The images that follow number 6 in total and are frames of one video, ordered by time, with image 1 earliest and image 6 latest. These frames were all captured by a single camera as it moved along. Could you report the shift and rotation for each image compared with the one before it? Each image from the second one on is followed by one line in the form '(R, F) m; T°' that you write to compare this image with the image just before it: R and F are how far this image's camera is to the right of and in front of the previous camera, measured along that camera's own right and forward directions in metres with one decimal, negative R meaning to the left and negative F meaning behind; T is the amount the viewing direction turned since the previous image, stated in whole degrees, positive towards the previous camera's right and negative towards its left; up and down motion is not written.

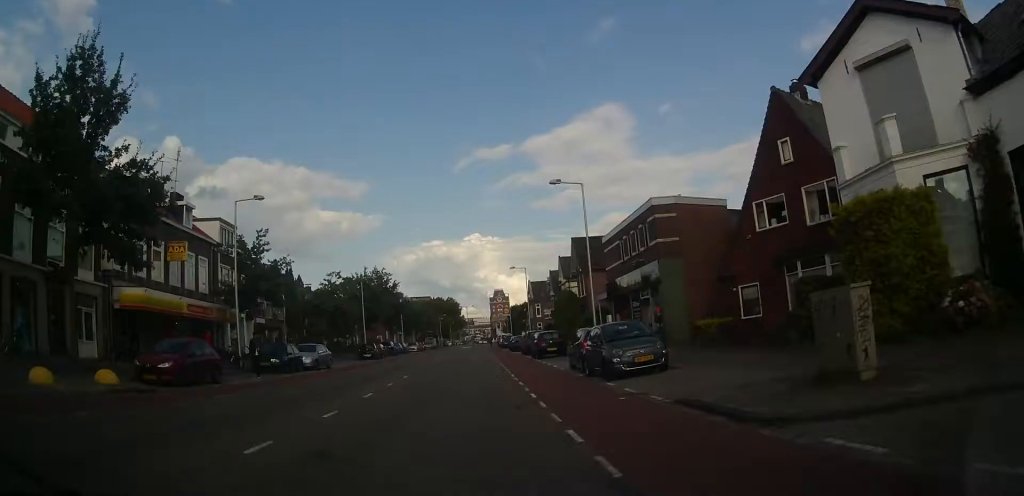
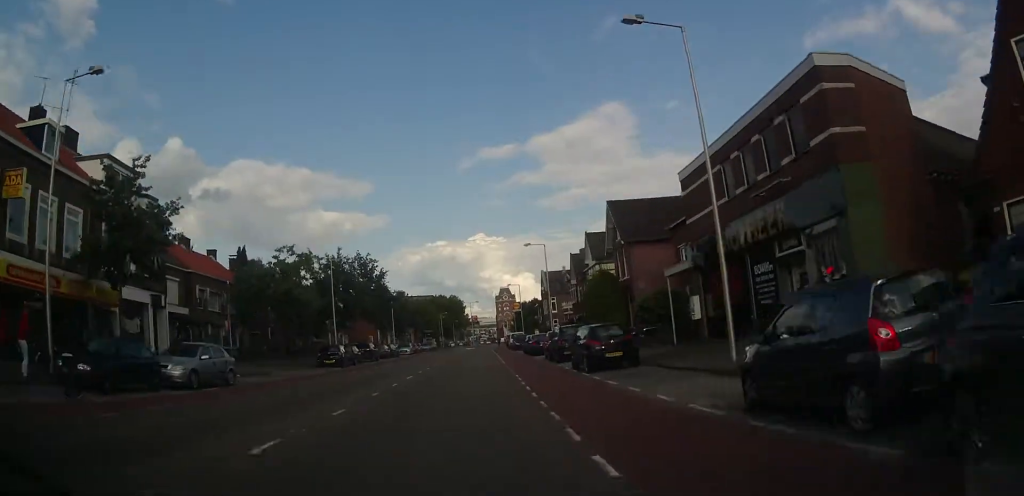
(-0.3, +16.2) m; -3°
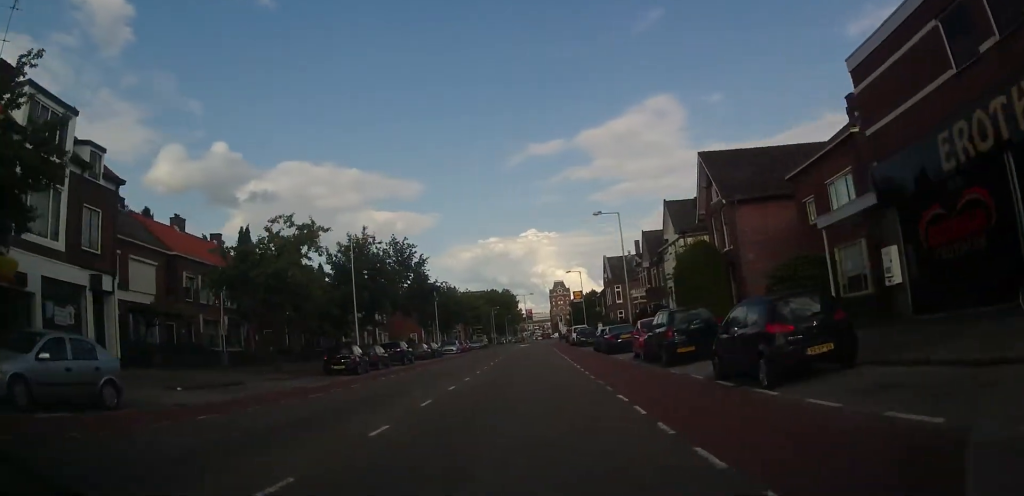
(-0.4, +11.8) m; -4°
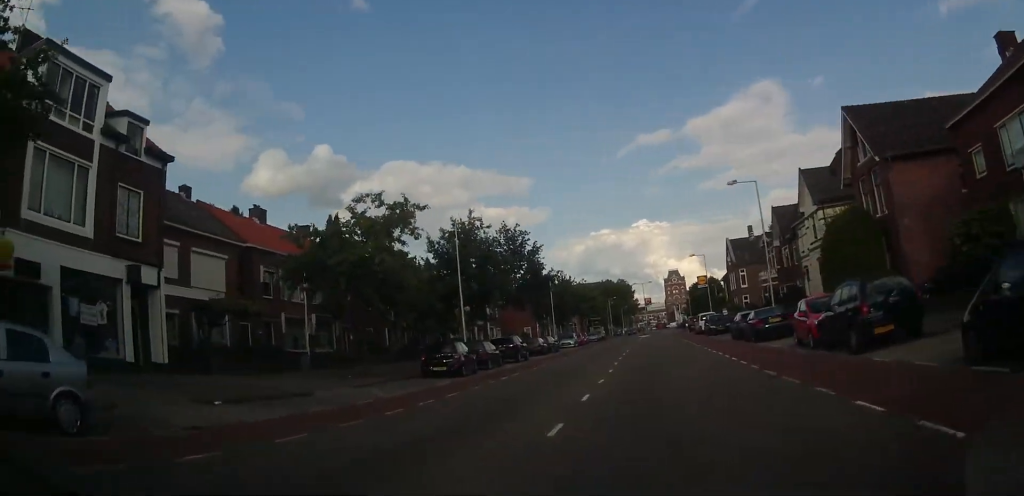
(-0.2, +5.7) m; -2°
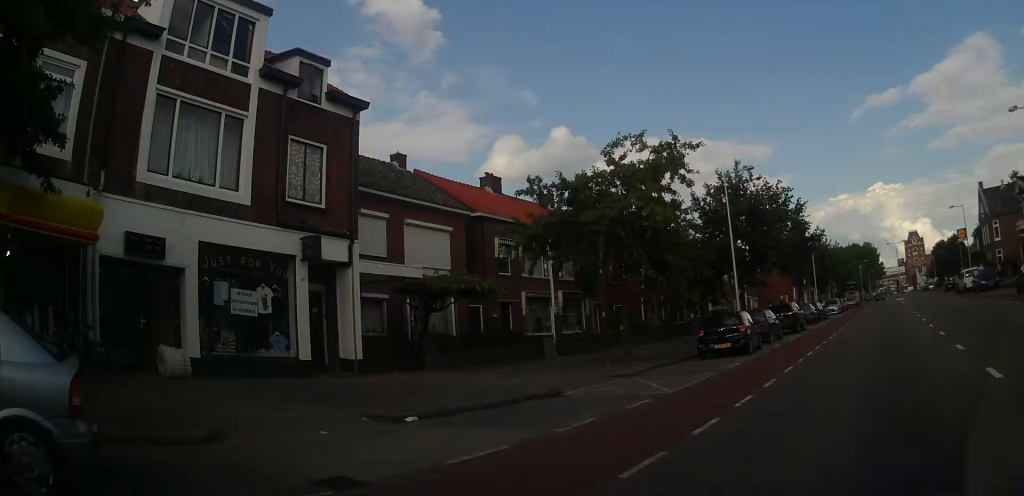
(-0.4, +5.6) m; -16°
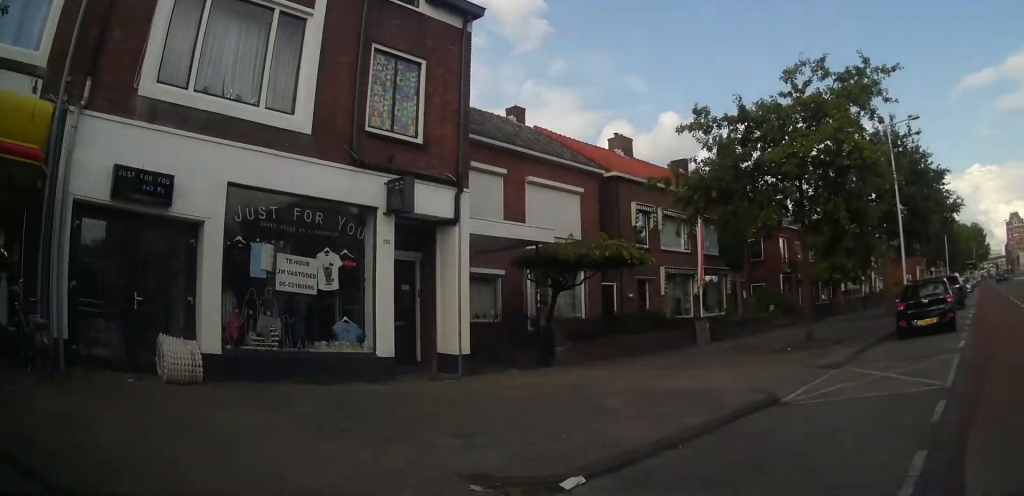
(-1.3, +5.4) m; -15°
